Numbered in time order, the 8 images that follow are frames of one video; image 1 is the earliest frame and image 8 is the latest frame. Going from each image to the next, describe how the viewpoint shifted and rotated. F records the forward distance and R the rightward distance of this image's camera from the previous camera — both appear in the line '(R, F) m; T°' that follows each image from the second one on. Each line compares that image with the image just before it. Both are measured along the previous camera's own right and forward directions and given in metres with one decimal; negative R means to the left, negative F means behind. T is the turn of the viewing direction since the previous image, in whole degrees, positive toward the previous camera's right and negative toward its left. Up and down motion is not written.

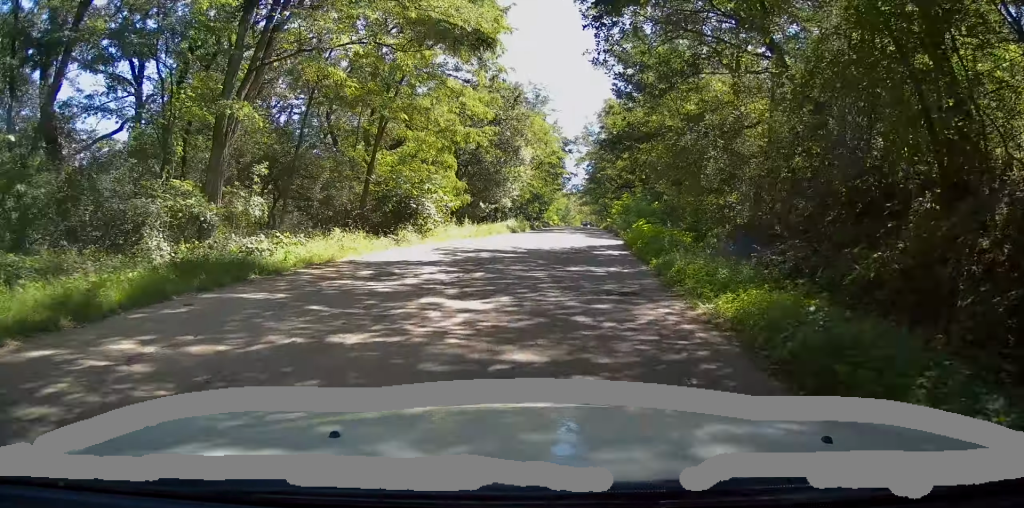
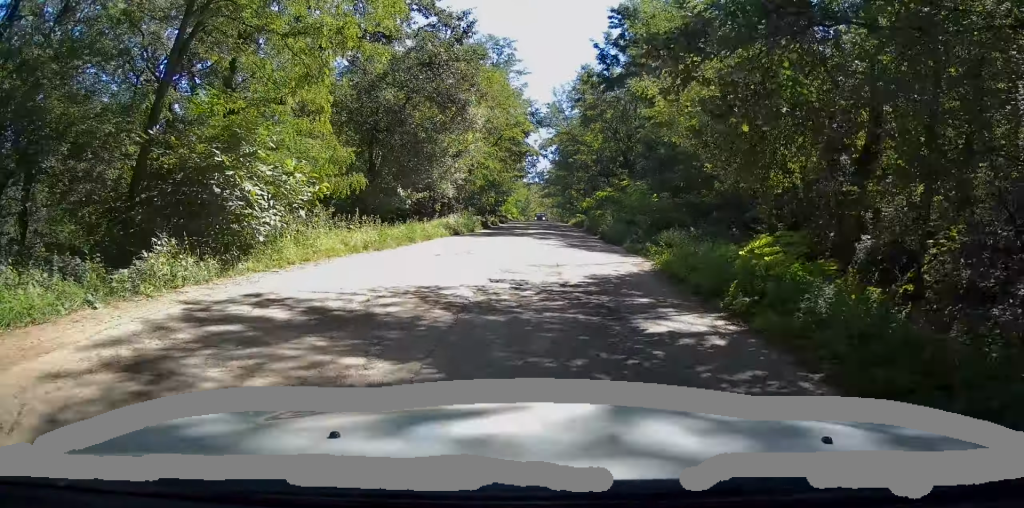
(+0.5, +11.6) m; +4°
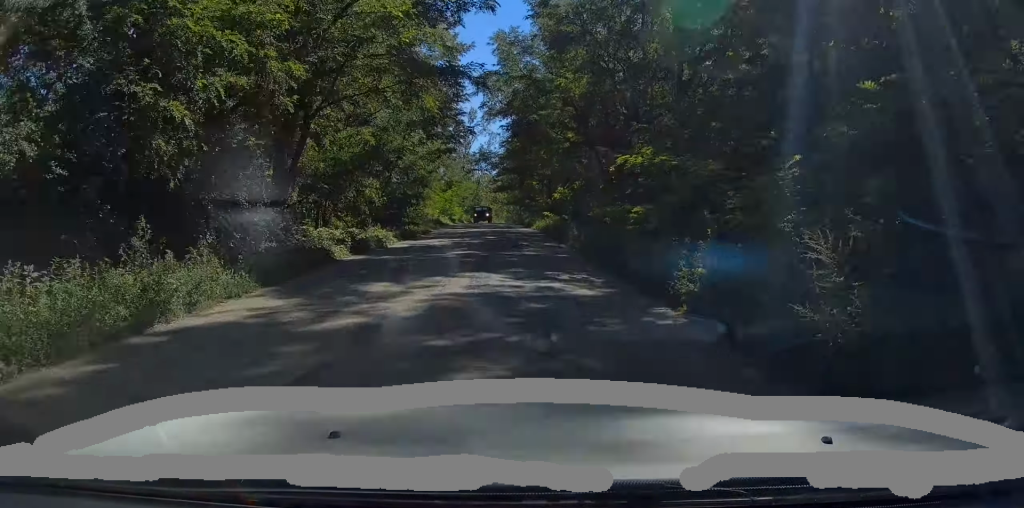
(+1.1, +21.7) m; +4°
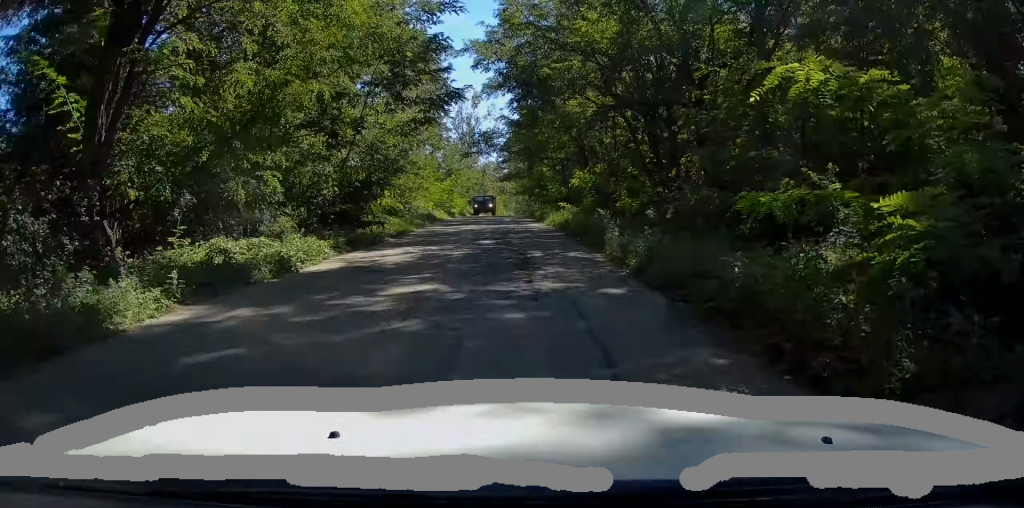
(0.0, +8.1) m; -1°
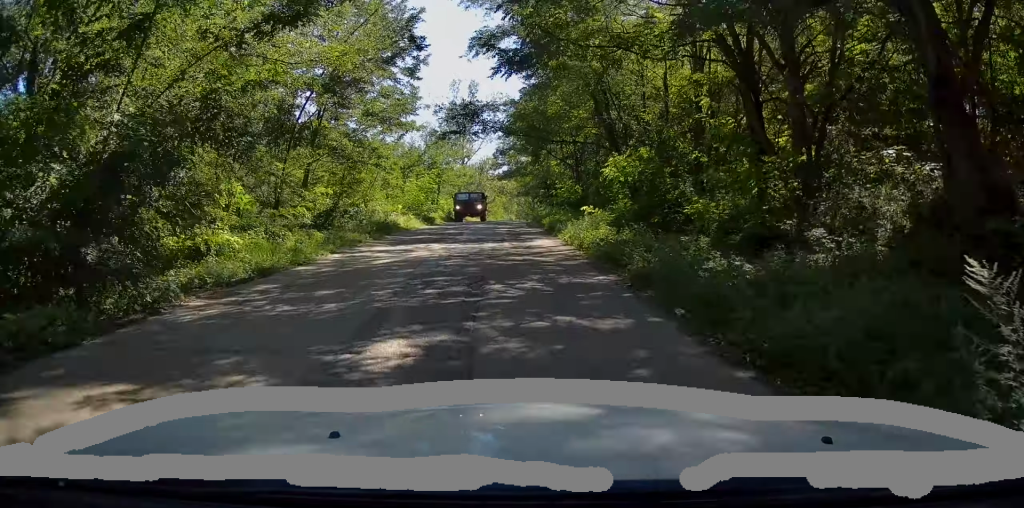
(-0.1, +12.4) m; -1°
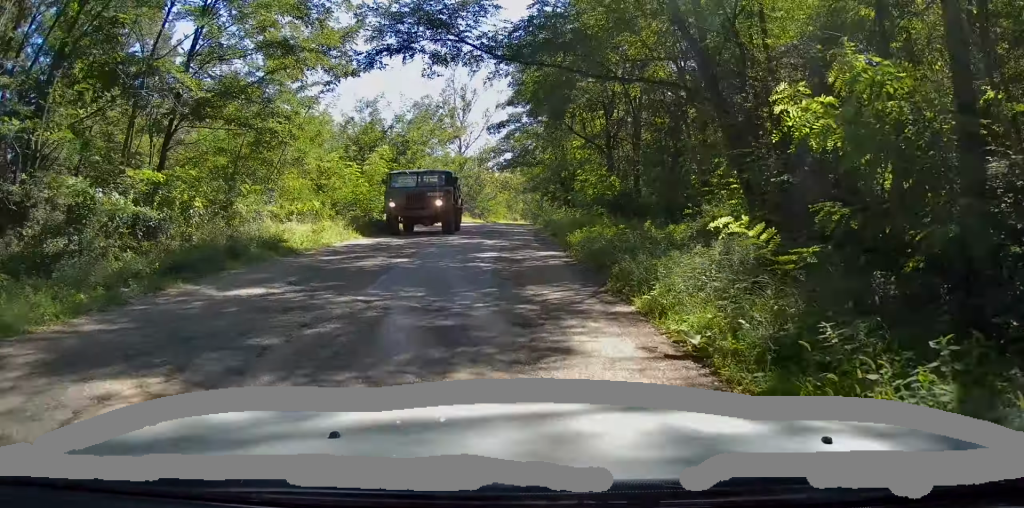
(-0.2, +14.0) m; -2°
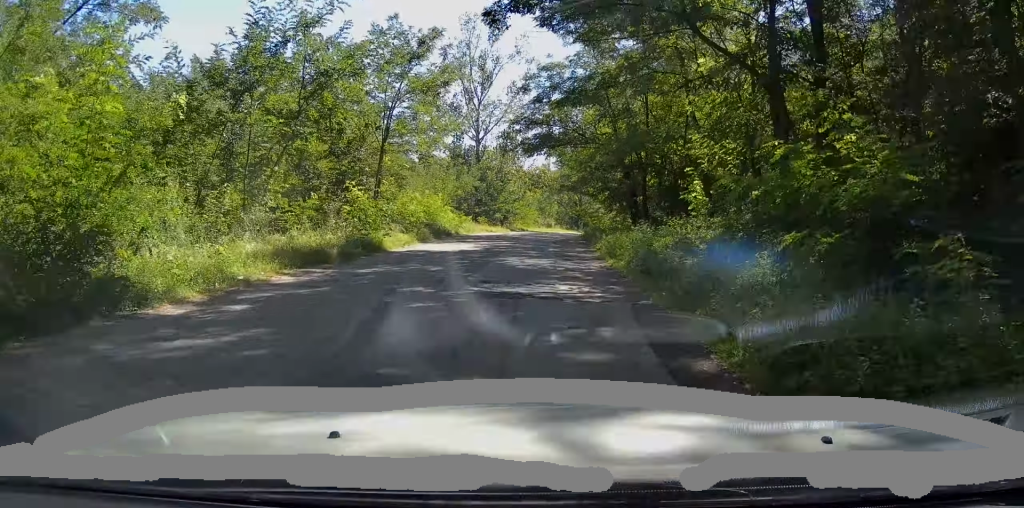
(-0.4, +18.1) m; -1°
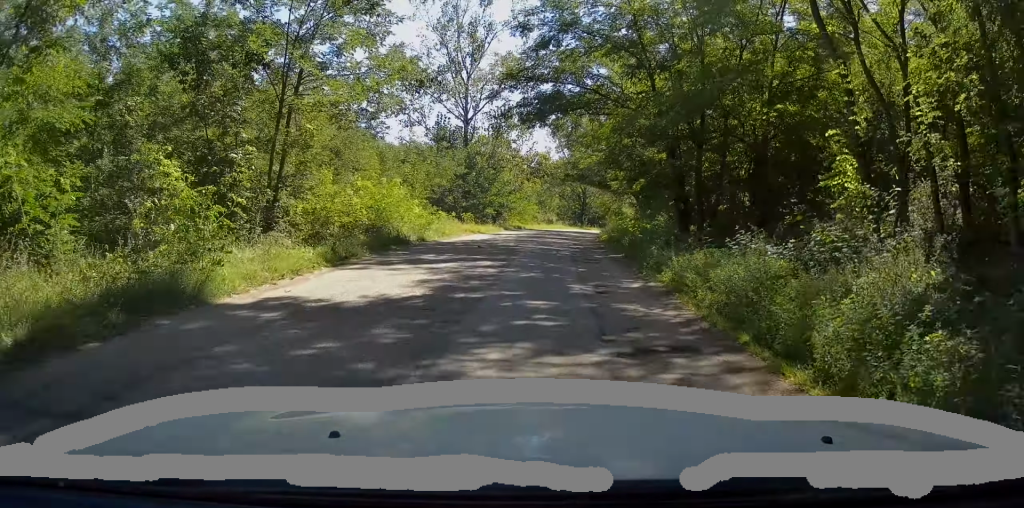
(0.0, +9.6) m; +1°
